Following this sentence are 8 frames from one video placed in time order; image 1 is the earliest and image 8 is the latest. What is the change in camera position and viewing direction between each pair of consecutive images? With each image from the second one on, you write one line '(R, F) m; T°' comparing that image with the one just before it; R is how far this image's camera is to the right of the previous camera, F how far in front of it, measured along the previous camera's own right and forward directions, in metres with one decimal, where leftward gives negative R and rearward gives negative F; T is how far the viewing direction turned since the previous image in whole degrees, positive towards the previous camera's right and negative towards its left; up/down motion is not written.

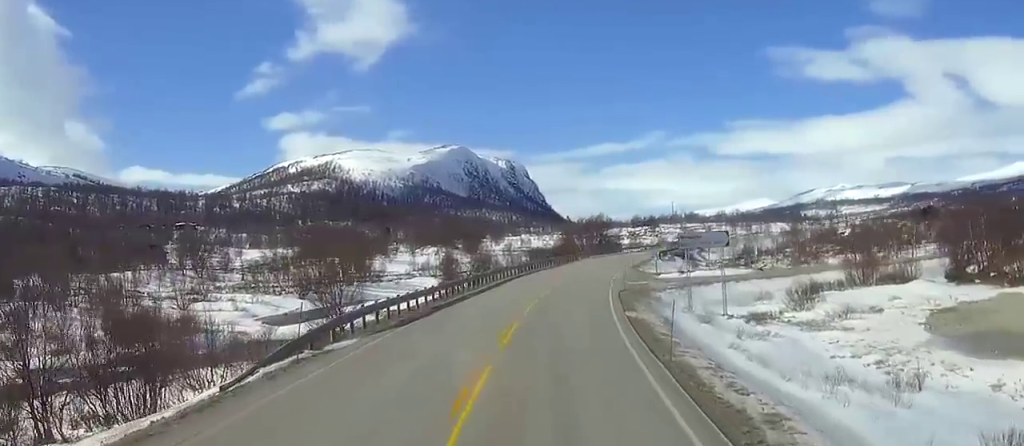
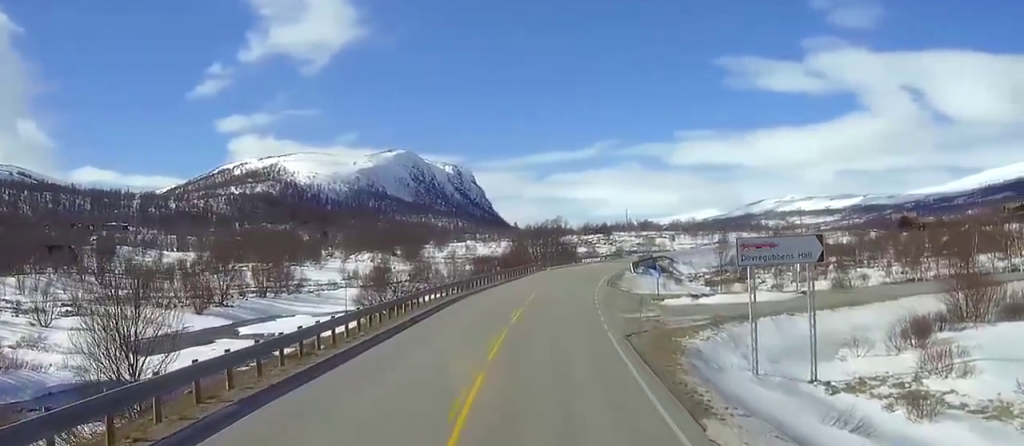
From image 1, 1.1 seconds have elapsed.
(+0.3, +24.0) m; +2°
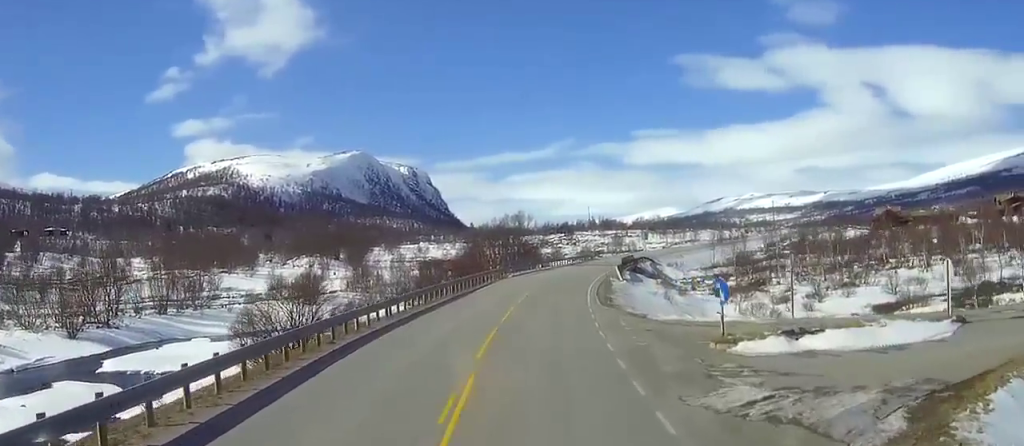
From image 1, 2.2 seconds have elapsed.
(+0.5, +24.3) m; +2°
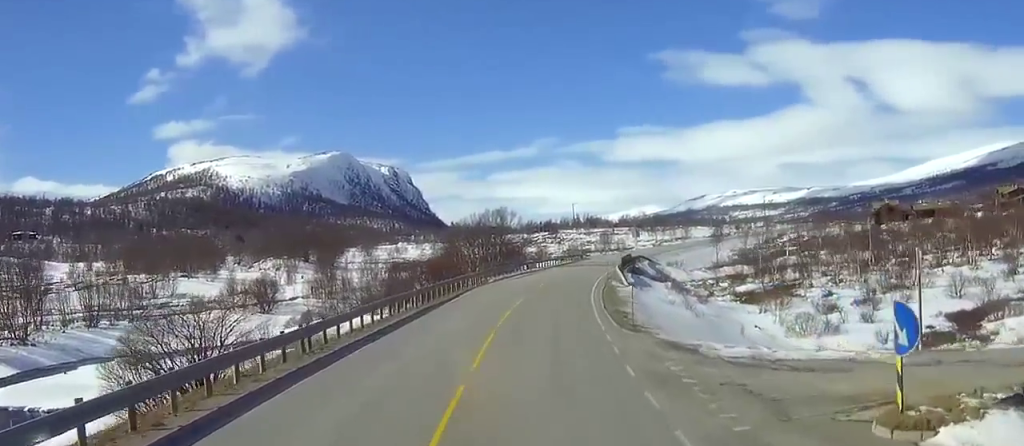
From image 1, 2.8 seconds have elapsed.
(+0.2, +14.6) m; +1°
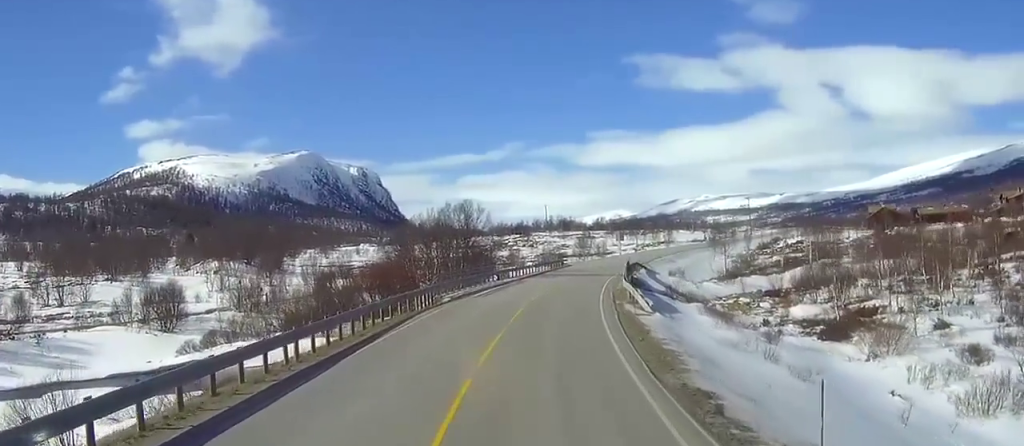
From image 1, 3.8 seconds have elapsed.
(+0.3, +23.0) m; +2°
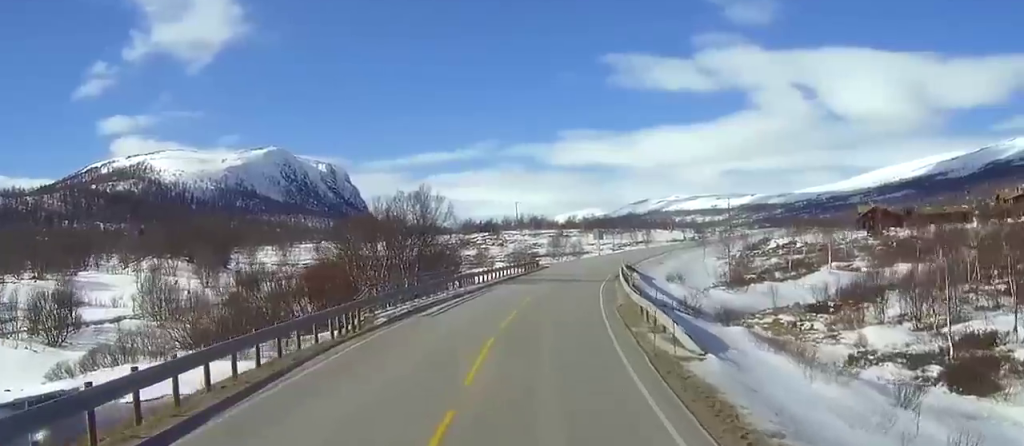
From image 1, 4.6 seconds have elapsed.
(-0.1, +16.9) m; +2°
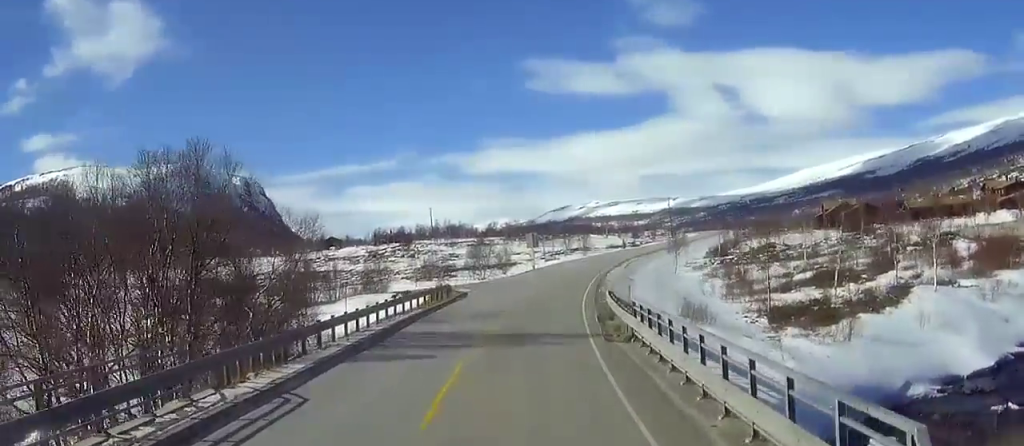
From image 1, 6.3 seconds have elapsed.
(+1.7, +38.8) m; +5°
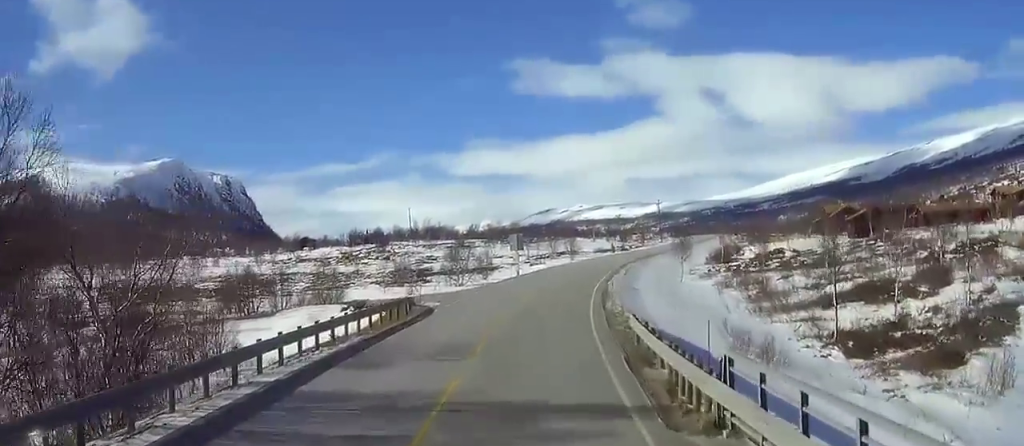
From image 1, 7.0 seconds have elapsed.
(+0.5, +14.5) m; +2°
